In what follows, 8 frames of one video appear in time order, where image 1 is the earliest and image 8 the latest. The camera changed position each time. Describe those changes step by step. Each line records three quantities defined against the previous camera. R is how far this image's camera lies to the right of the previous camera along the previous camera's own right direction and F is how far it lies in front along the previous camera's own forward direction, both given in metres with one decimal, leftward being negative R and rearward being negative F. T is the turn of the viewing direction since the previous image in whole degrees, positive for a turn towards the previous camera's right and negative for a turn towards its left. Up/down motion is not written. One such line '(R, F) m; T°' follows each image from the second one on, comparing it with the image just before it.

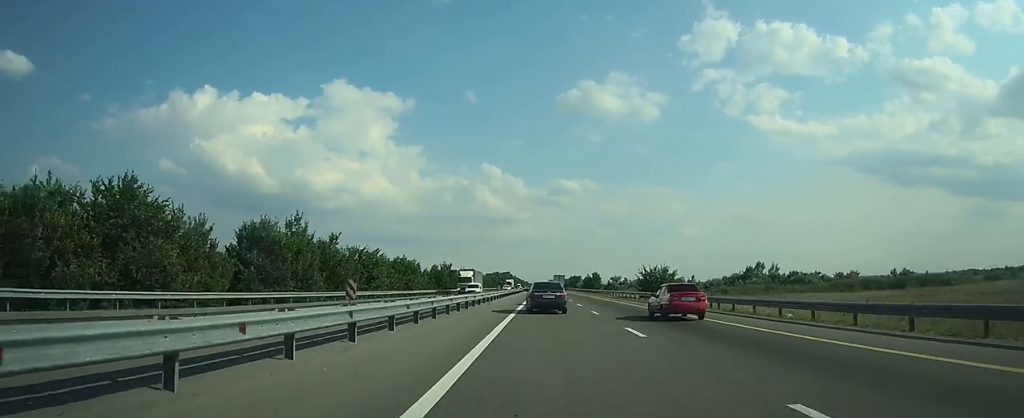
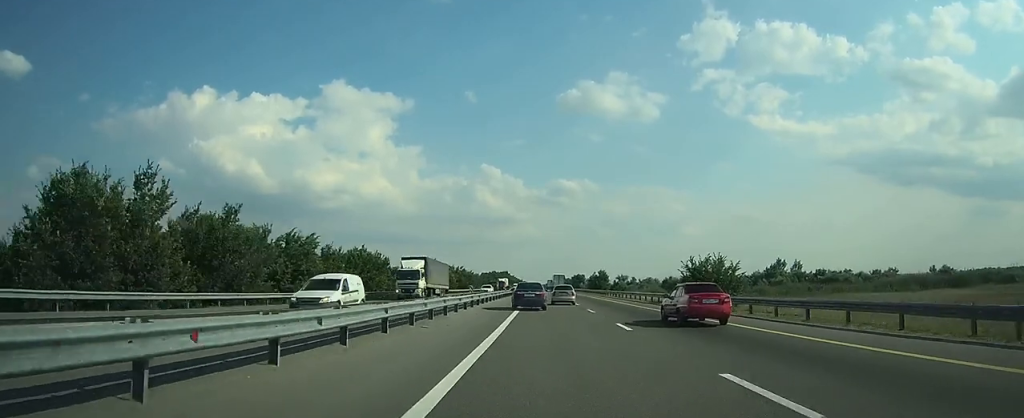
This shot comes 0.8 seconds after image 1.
(+0.1, +21.4) m; 0°
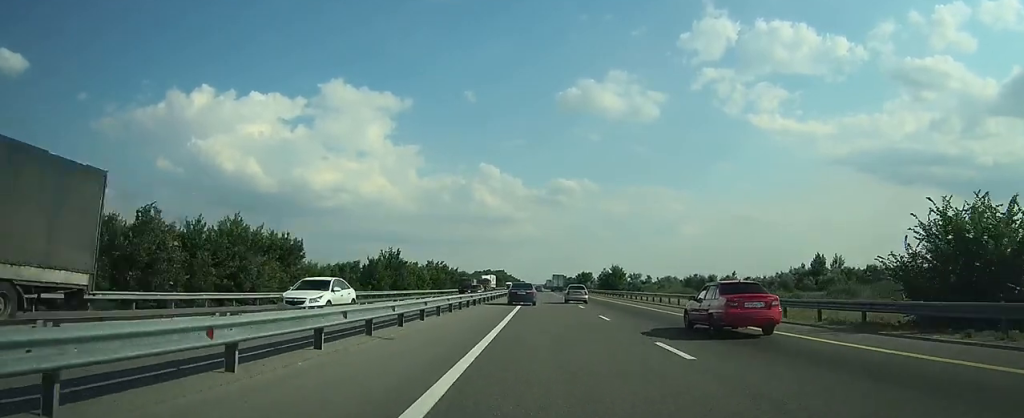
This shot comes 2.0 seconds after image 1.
(+0.1, +30.8) m; 0°
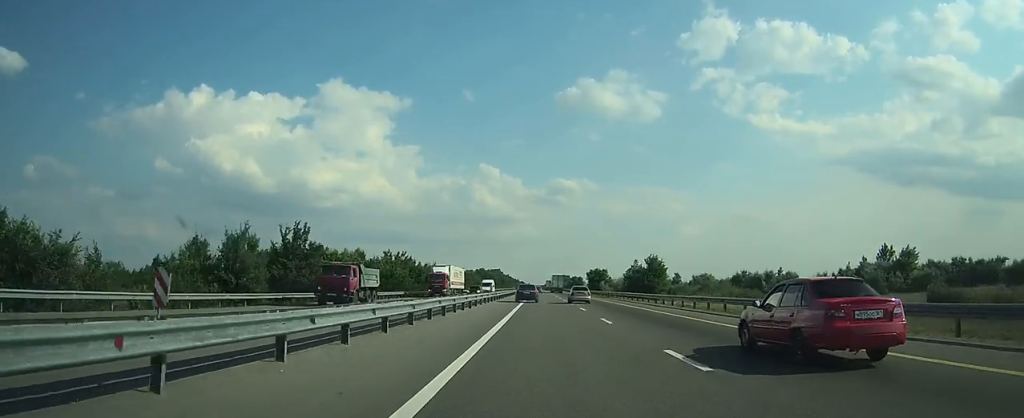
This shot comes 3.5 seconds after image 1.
(0.0, +37.0) m; 0°
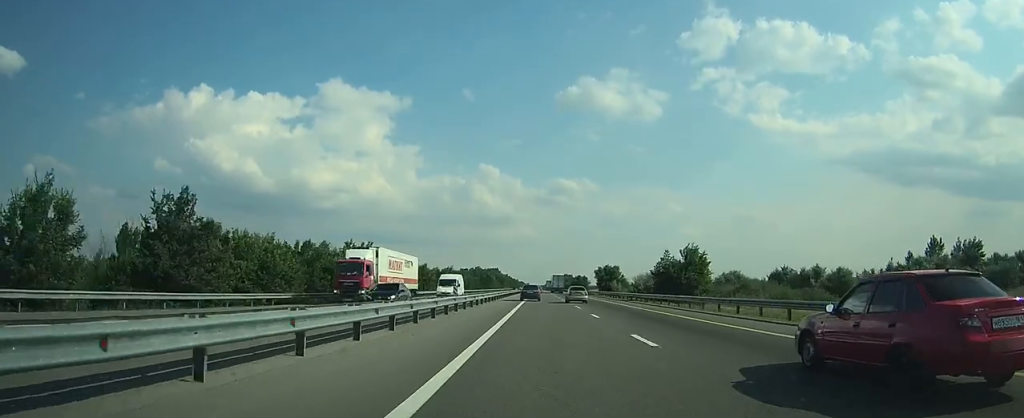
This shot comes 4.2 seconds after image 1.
(0.0, +19.9) m; 0°
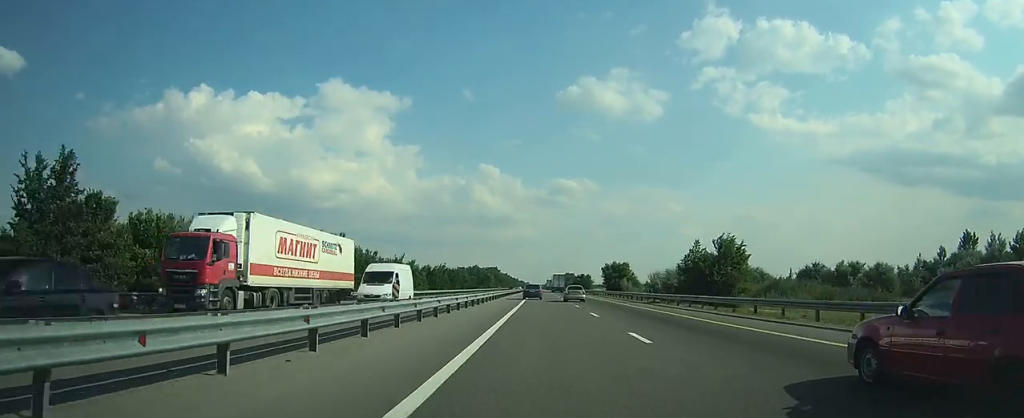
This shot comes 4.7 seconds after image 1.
(0.0, +11.3) m; 0°
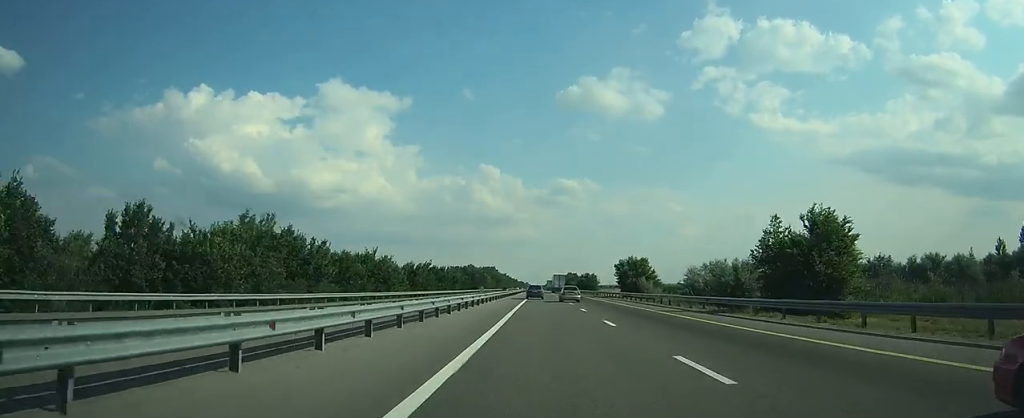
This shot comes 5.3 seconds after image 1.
(0.0, +17.5) m; 0°
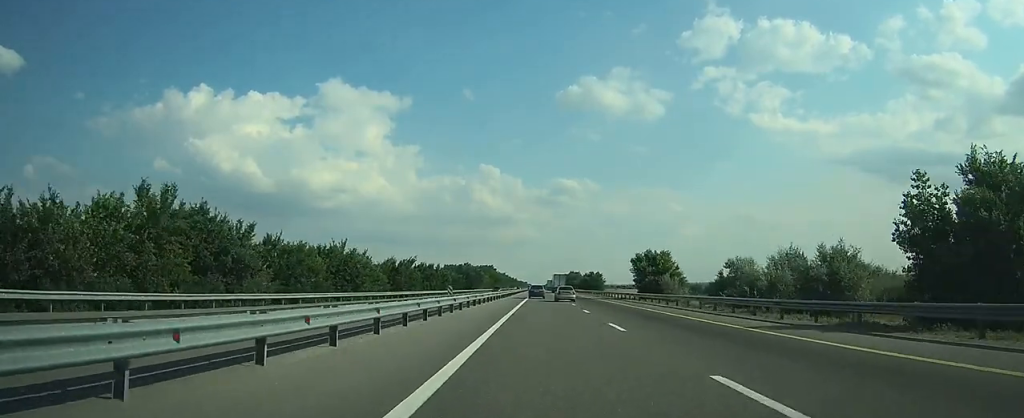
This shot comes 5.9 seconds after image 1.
(0.0, +14.1) m; 0°
